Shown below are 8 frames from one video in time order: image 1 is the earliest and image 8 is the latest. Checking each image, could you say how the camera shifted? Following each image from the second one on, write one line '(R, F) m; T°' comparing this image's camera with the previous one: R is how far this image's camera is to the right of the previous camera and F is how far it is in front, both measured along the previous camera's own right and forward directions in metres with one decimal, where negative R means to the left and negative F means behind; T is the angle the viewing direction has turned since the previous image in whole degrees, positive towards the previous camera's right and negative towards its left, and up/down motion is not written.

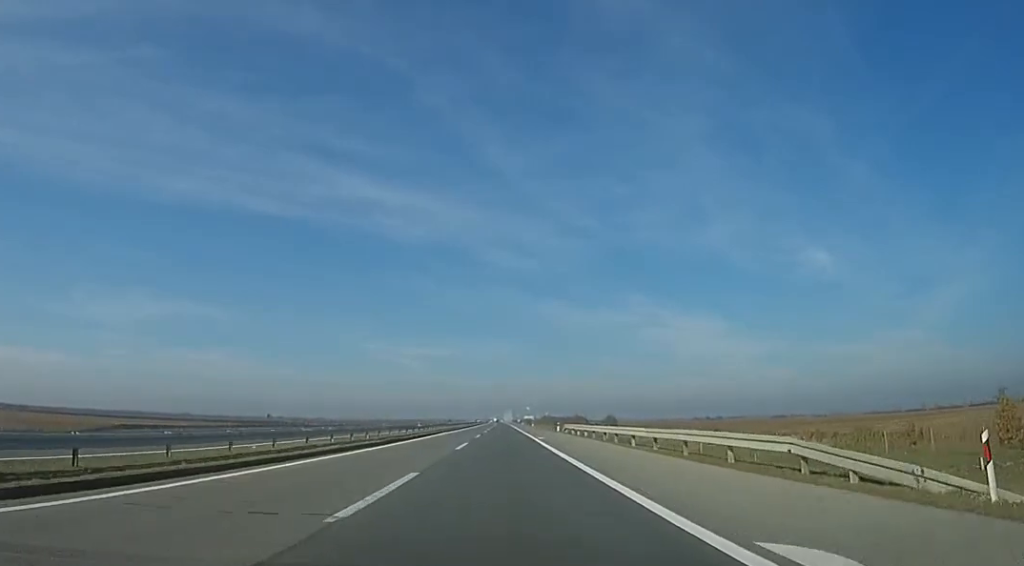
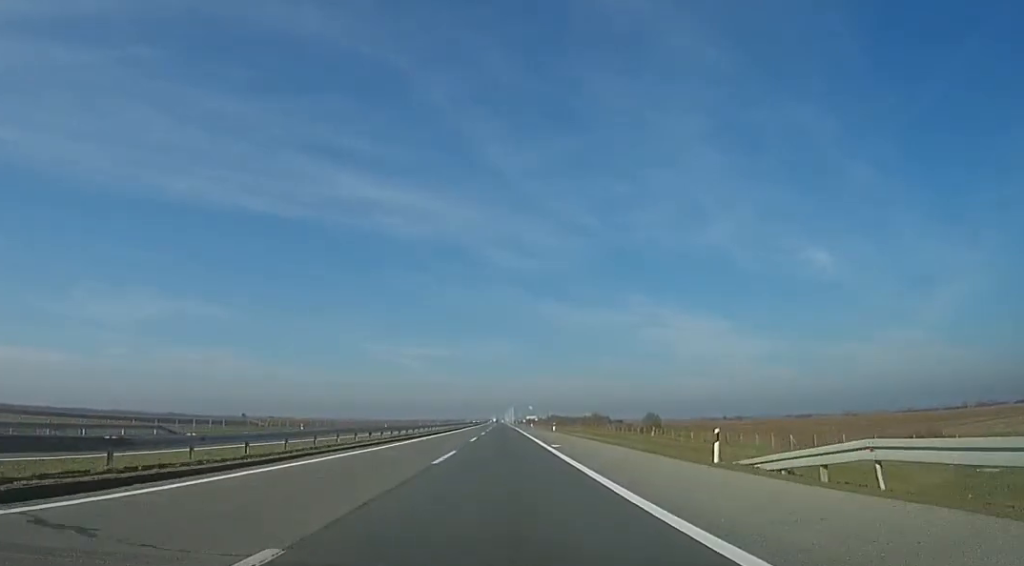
(+0.5, +47.3) m; +1°
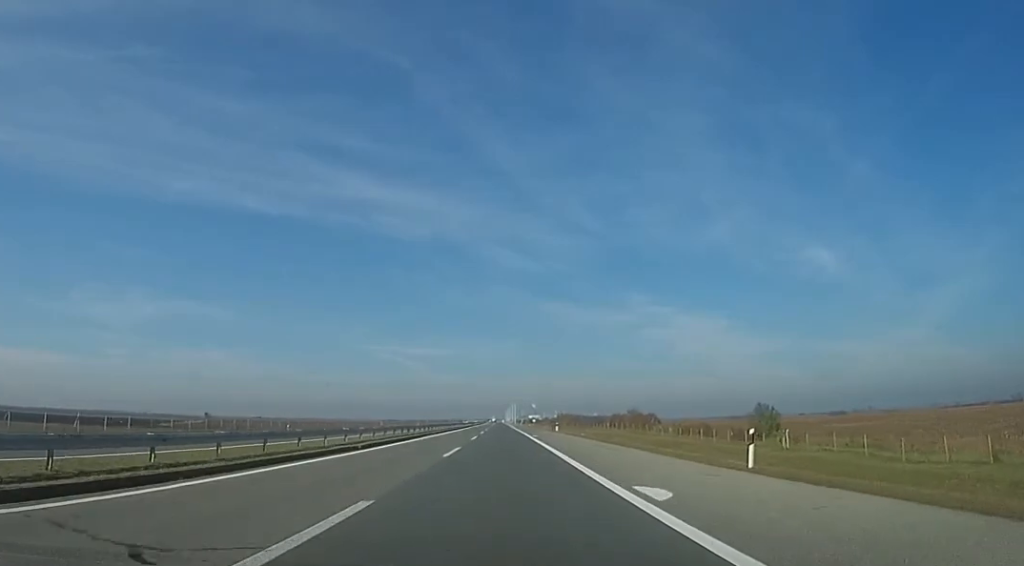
(-0.9, +54.5) m; -2°
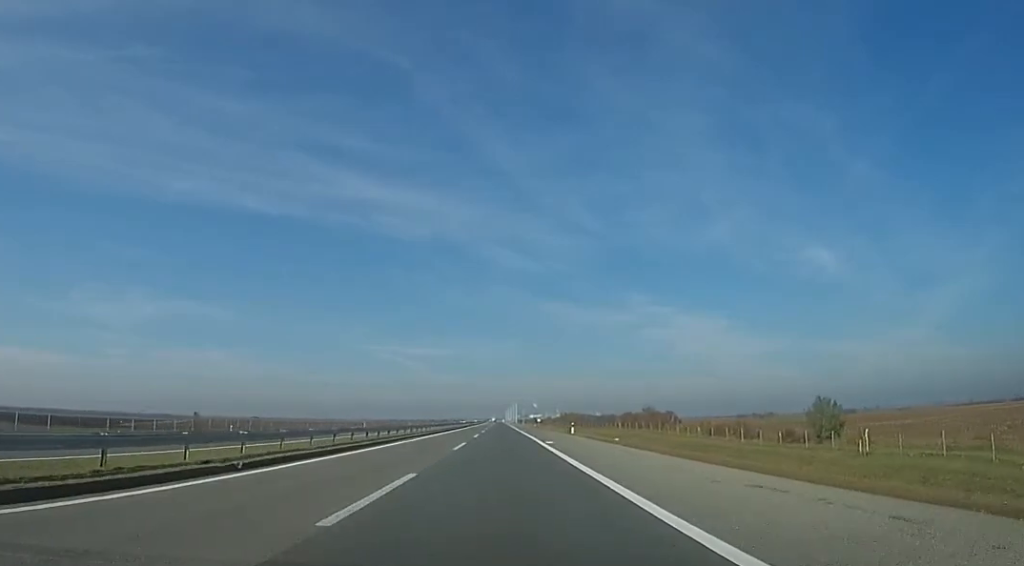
(-0.1, +14.3) m; 0°
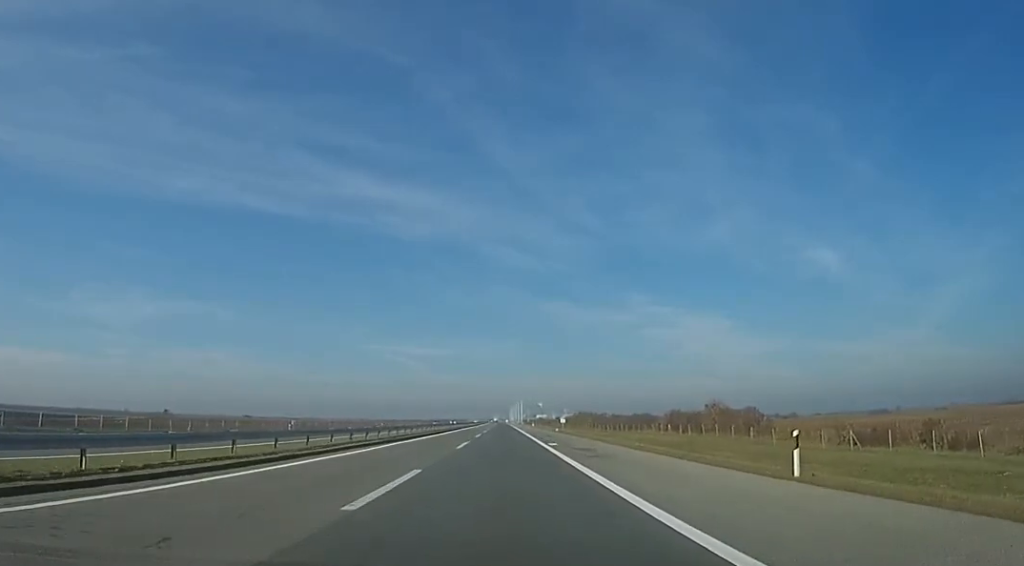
(+0.2, +37.1) m; +1°
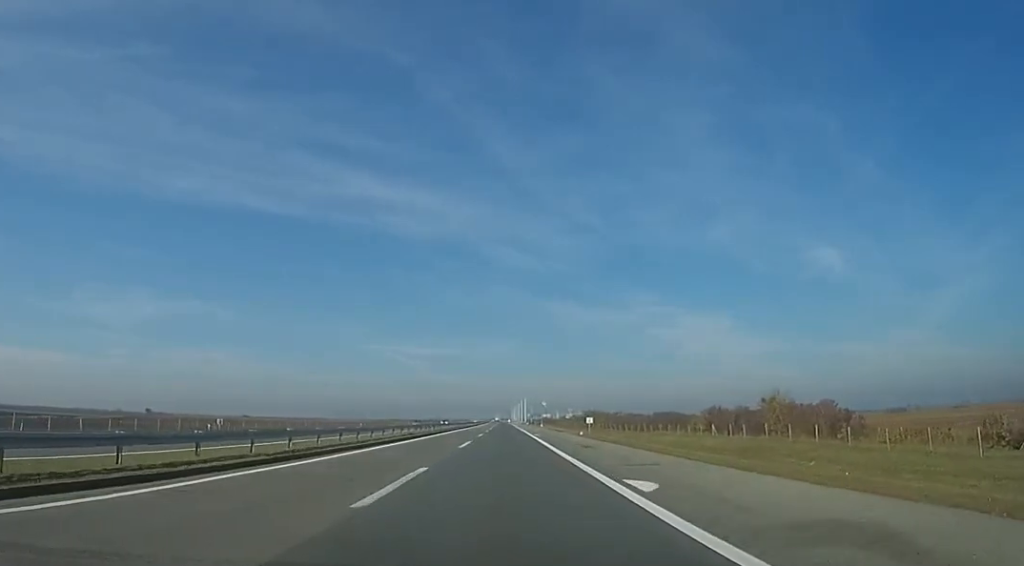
(+0.1, +18.9) m; 0°
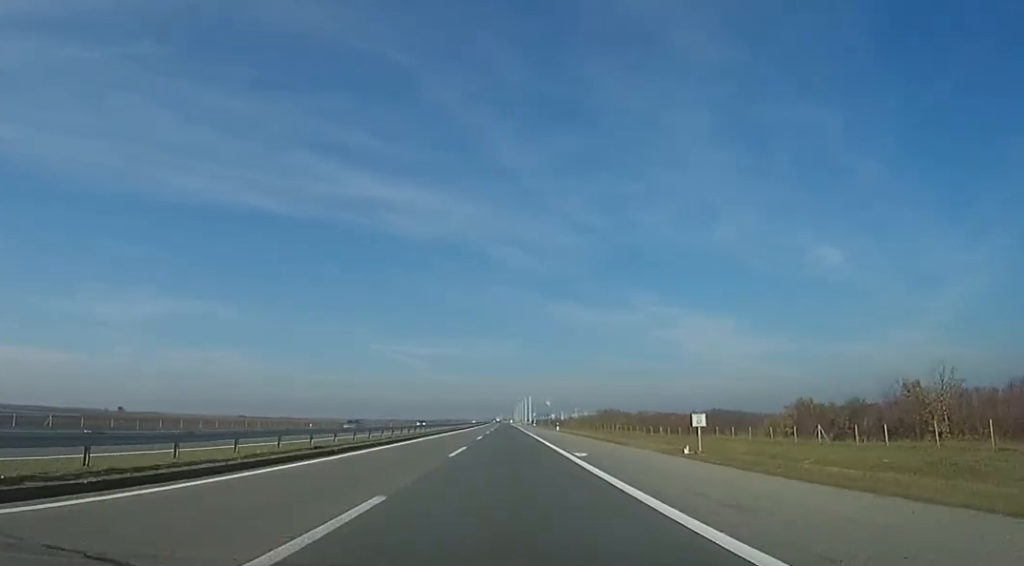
(+0.1, +25.7) m; -3°
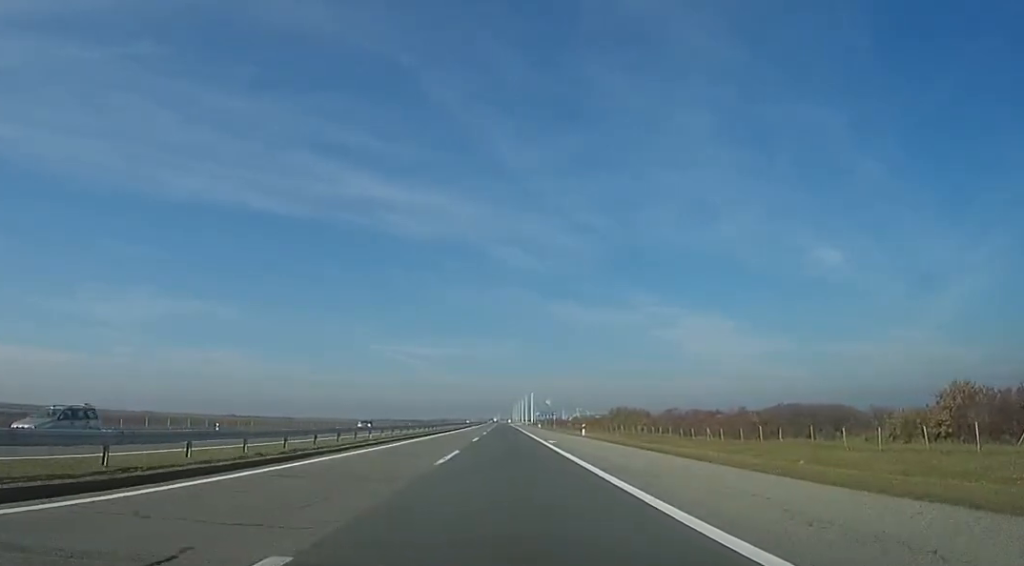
(-1.3, +23.3) m; 0°
